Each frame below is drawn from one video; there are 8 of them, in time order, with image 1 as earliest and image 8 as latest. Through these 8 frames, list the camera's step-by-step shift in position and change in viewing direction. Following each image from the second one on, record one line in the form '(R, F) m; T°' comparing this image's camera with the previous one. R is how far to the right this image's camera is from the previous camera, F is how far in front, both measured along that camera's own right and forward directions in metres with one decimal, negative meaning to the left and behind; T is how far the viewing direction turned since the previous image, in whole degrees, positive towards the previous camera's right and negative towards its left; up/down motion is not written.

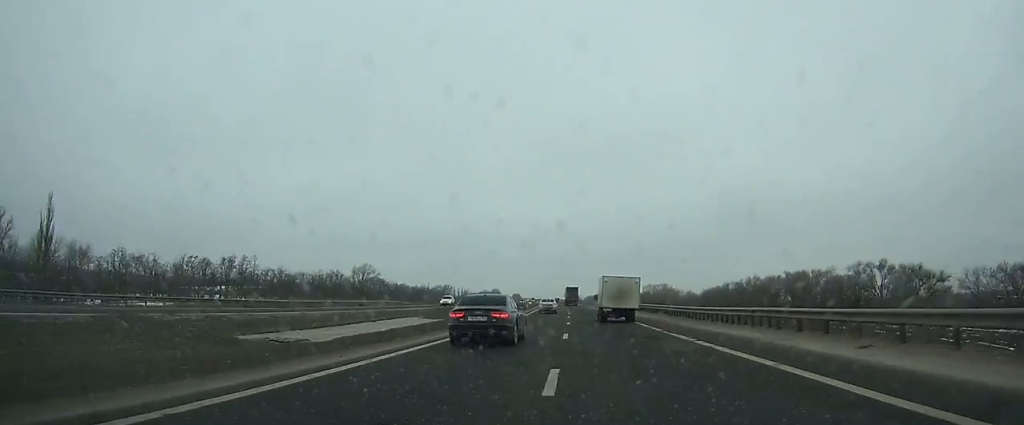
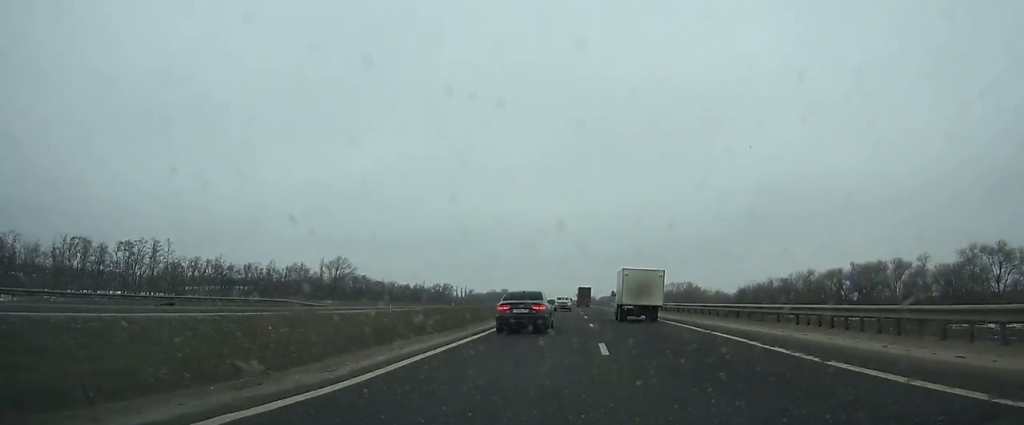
(-1.0, +43.6) m; -1°
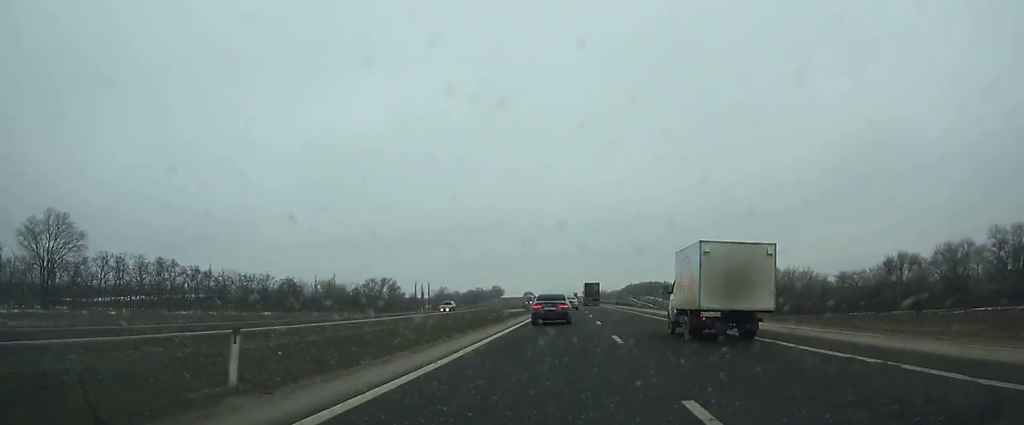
(-1.5, +129.0) m; -1°
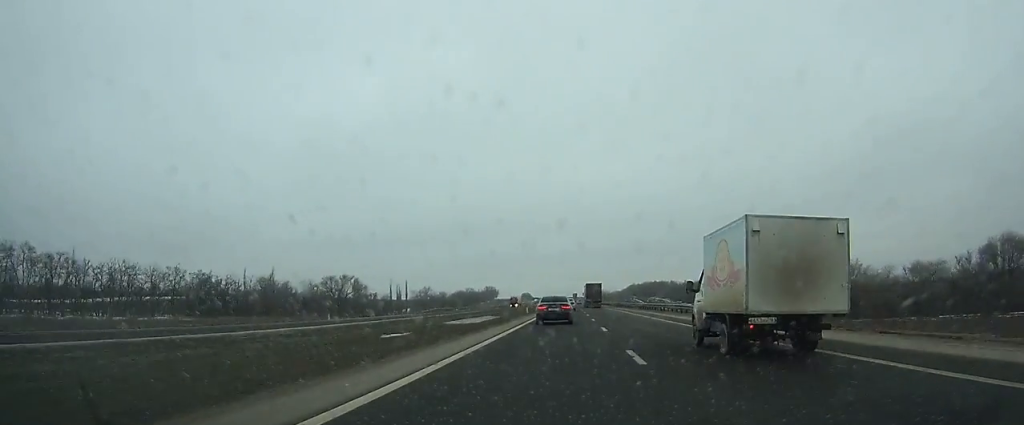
(0.0, +41.4) m; 0°
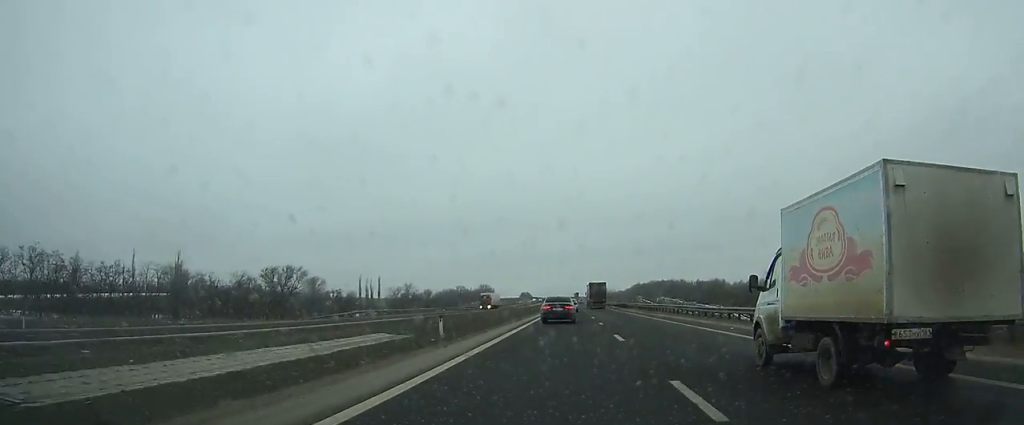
(0.0, +41.3) m; 0°
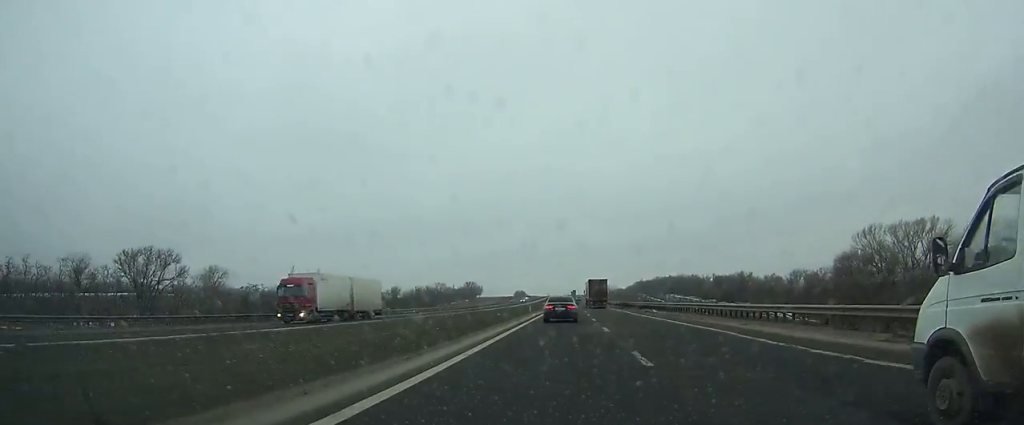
(+0.1, +55.2) m; 0°
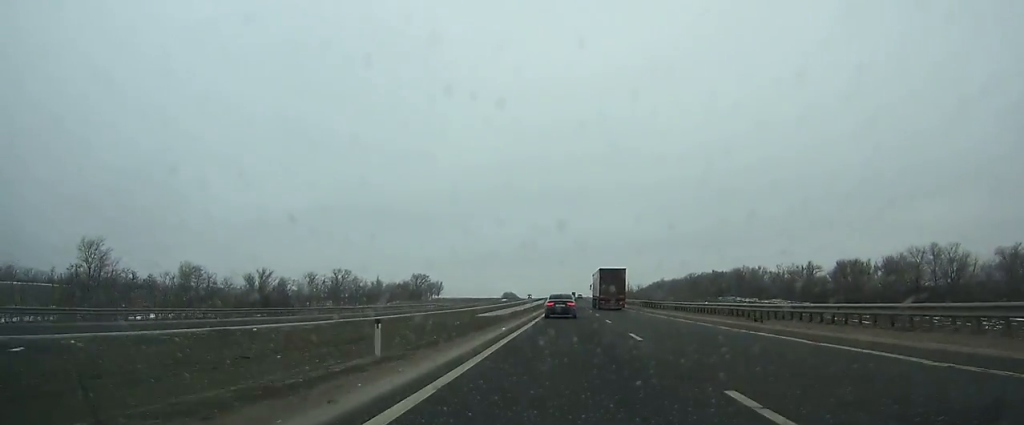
(-0.1, +151.0) m; 0°
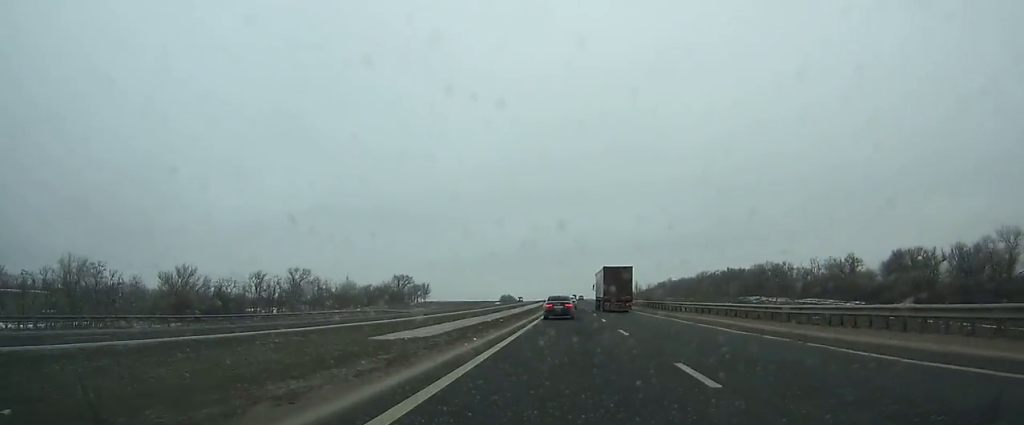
(0.0, +32.8) m; 0°
